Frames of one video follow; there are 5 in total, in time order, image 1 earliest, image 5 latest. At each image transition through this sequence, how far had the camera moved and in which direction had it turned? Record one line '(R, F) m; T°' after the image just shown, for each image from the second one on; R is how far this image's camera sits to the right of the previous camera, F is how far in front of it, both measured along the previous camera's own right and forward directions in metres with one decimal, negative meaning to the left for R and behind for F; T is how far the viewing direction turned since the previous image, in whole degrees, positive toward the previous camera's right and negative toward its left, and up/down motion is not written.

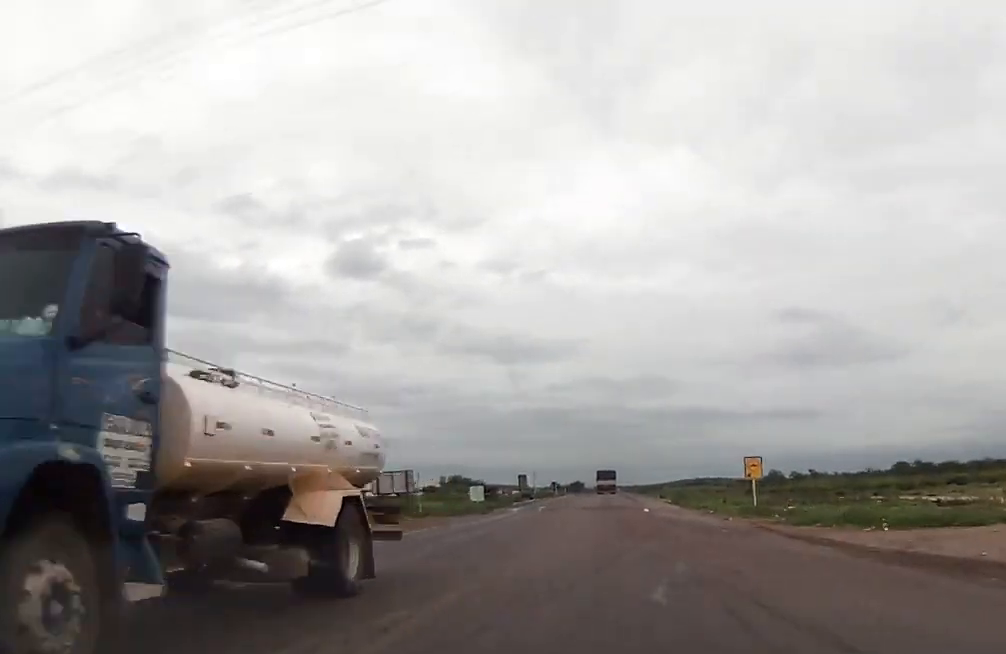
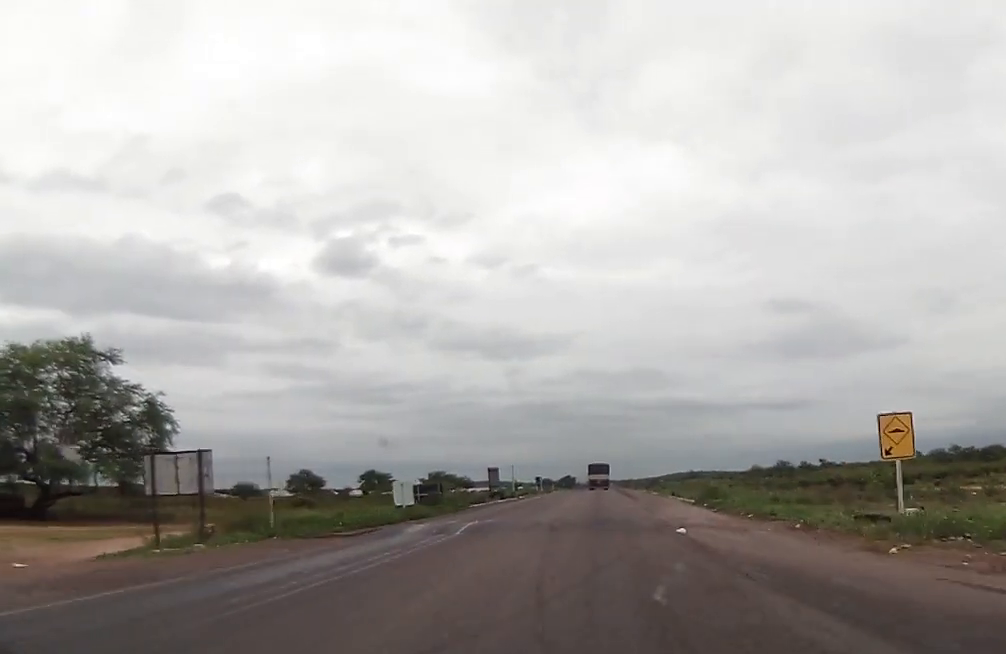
(-0.2, +22.1) m; 0°
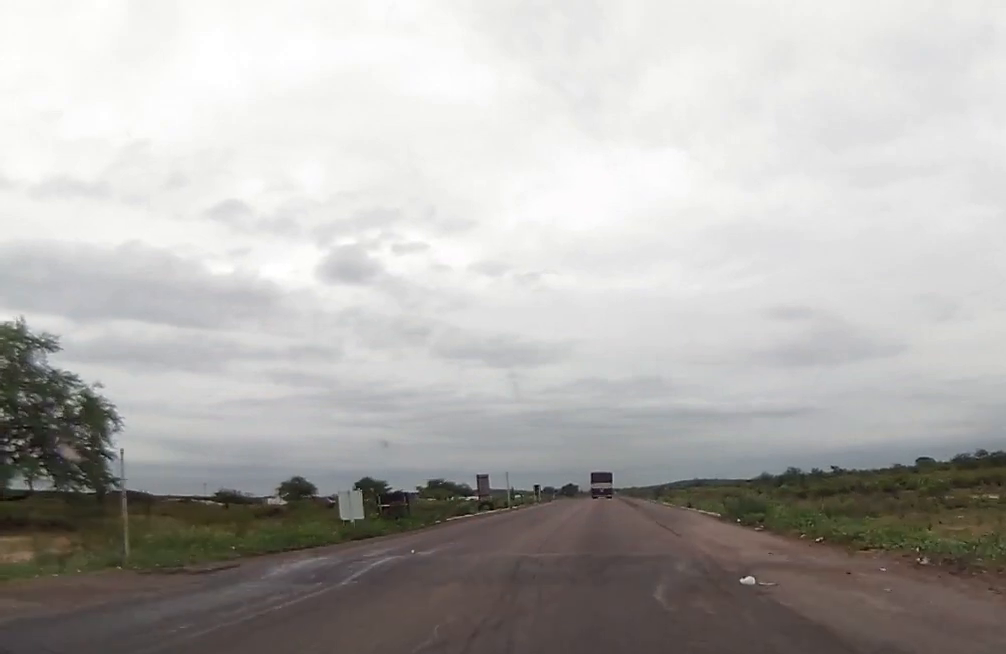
(0.0, +11.2) m; +1°
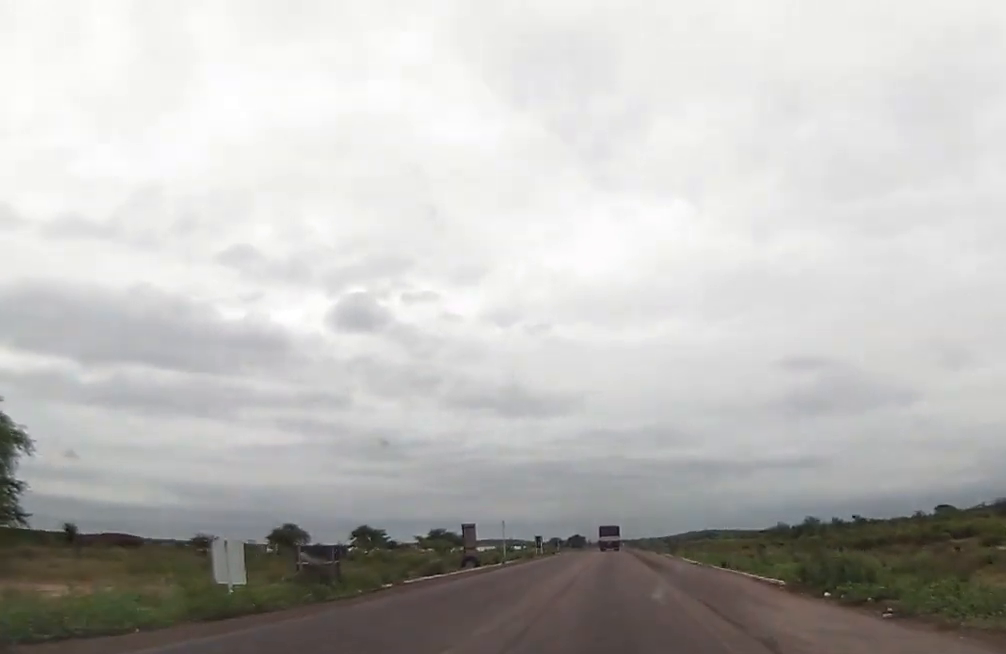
(-0.3, +16.3) m; -2°
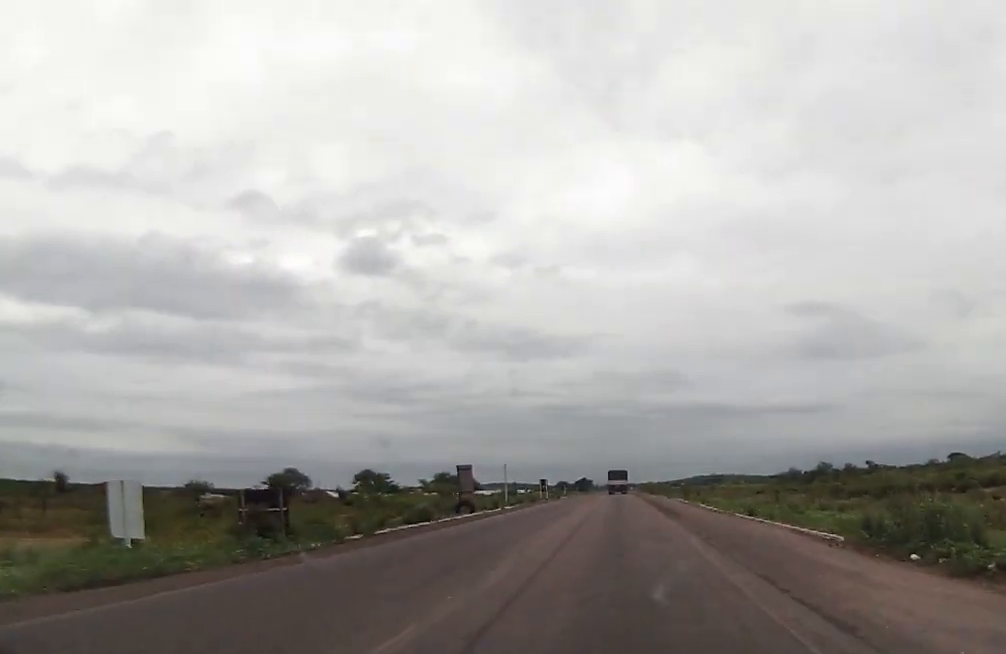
(+0.4, +5.9) m; 0°
